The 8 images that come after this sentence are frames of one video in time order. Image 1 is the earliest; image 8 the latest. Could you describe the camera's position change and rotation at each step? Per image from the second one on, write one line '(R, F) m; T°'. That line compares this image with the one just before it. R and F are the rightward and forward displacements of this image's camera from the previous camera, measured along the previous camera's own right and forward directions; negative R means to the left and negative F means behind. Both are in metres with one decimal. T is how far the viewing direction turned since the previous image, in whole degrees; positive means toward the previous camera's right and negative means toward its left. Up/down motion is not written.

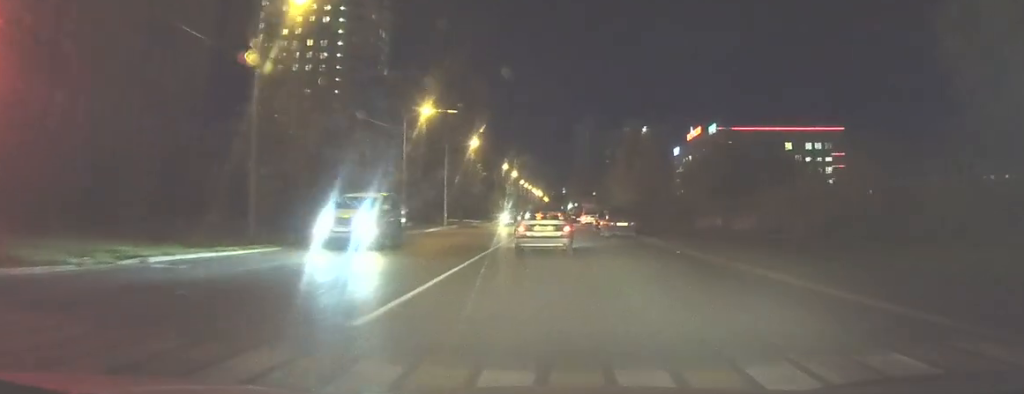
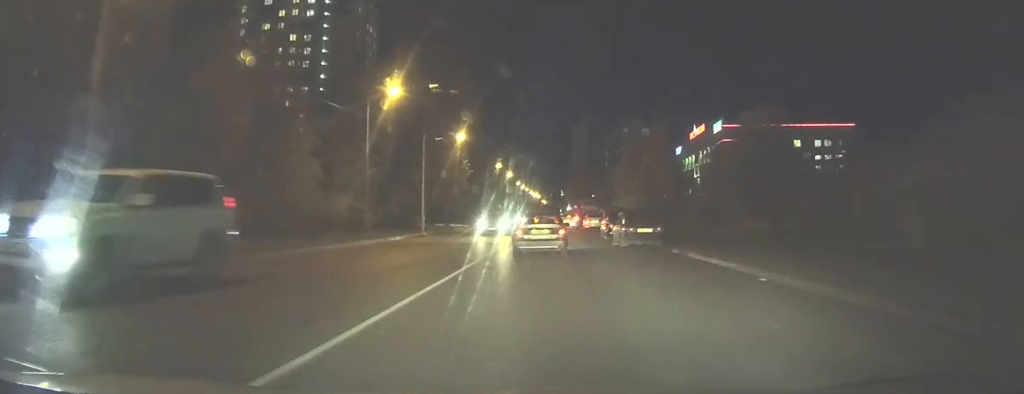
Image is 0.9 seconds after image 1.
(+0.2, +8.1) m; +1°
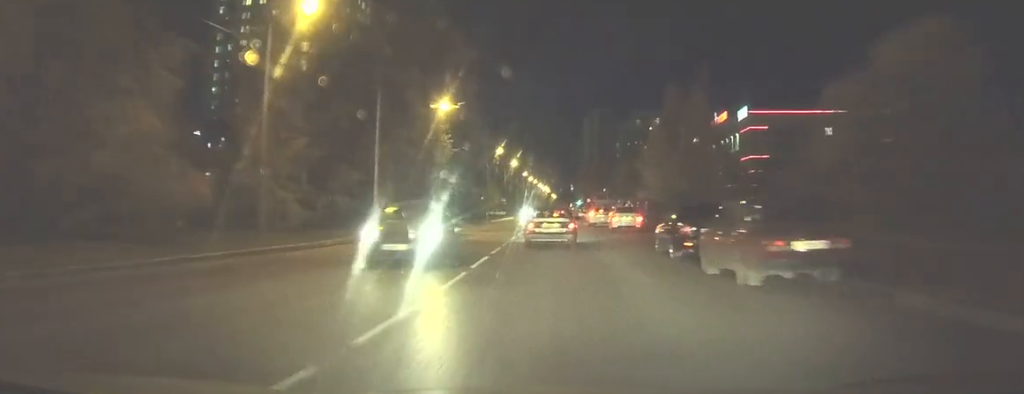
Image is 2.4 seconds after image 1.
(+0.1, +14.0) m; 0°
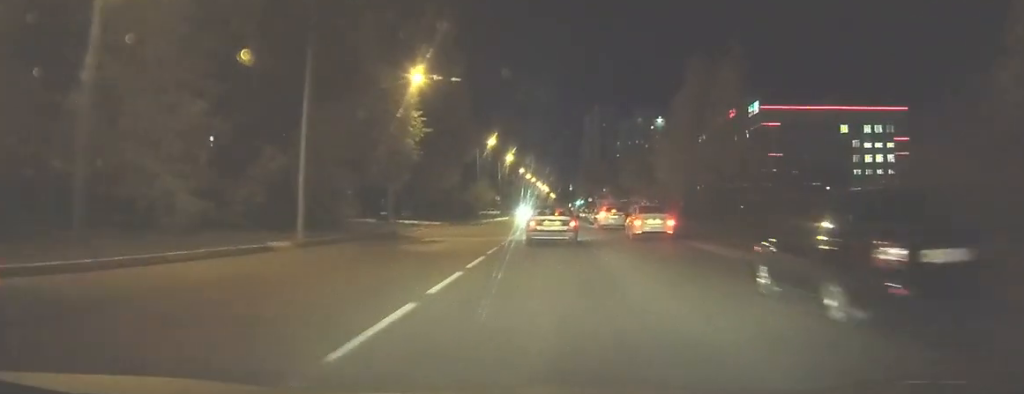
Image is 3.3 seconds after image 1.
(0.0, +9.1) m; +1°
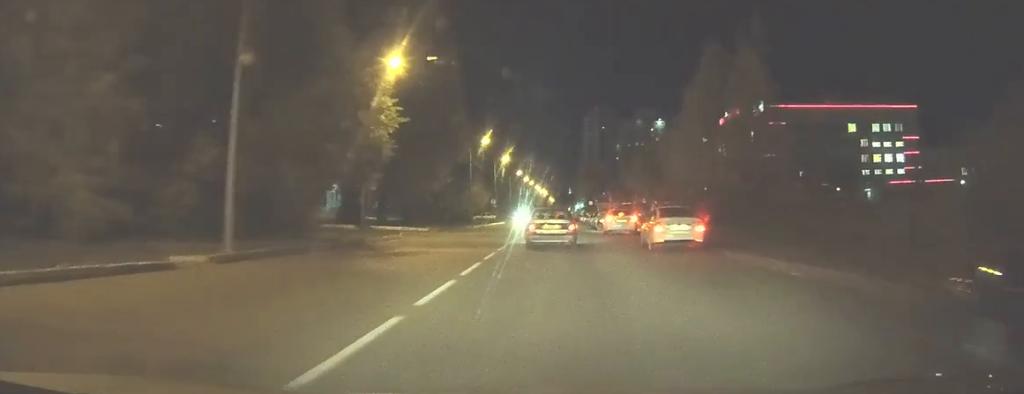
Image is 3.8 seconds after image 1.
(+0.1, +4.8) m; 0°
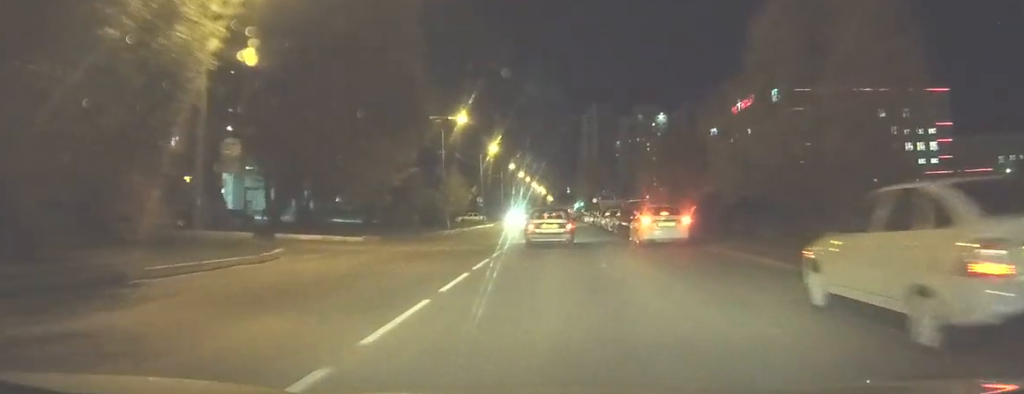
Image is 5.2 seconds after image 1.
(-0.1, +14.8) m; -1°
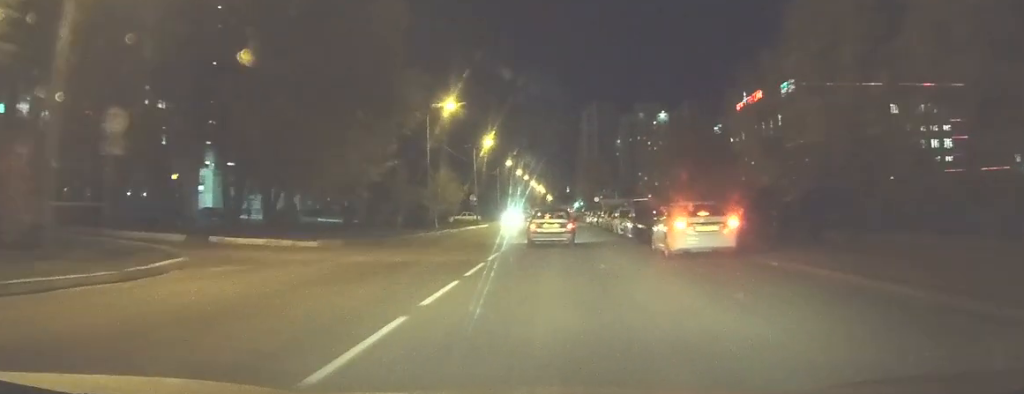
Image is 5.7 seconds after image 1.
(0.0, +5.8) m; 0°
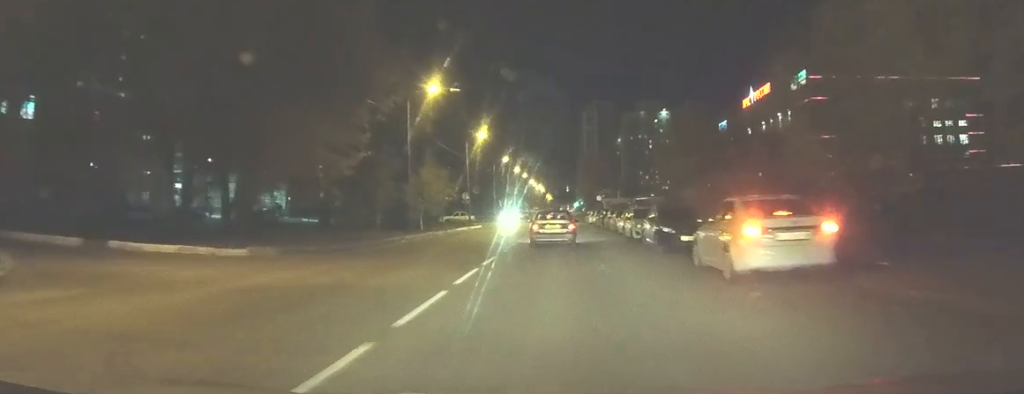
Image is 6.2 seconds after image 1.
(0.0, +5.9) m; 0°
